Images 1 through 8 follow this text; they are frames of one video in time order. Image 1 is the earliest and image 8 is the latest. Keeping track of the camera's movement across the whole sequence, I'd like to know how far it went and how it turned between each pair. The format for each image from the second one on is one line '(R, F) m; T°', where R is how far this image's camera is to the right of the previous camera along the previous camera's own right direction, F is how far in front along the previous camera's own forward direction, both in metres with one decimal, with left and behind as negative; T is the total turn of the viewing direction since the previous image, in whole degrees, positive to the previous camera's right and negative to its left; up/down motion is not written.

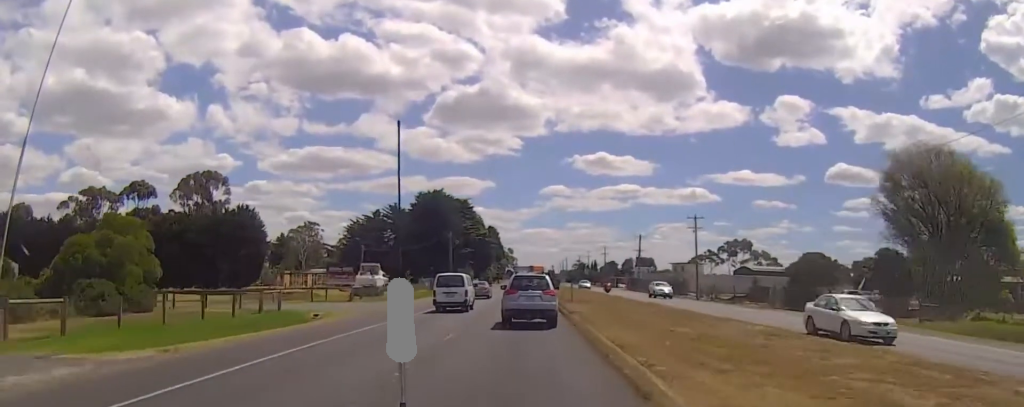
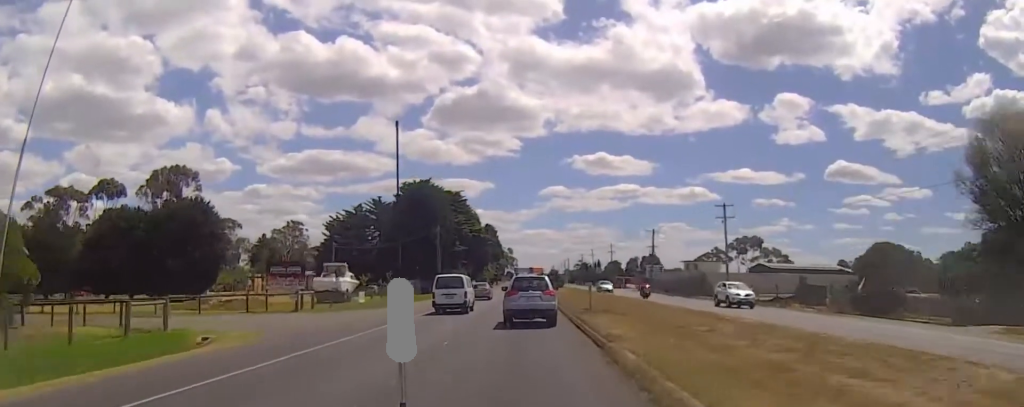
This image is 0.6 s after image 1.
(0.0, +12.8) m; 0°
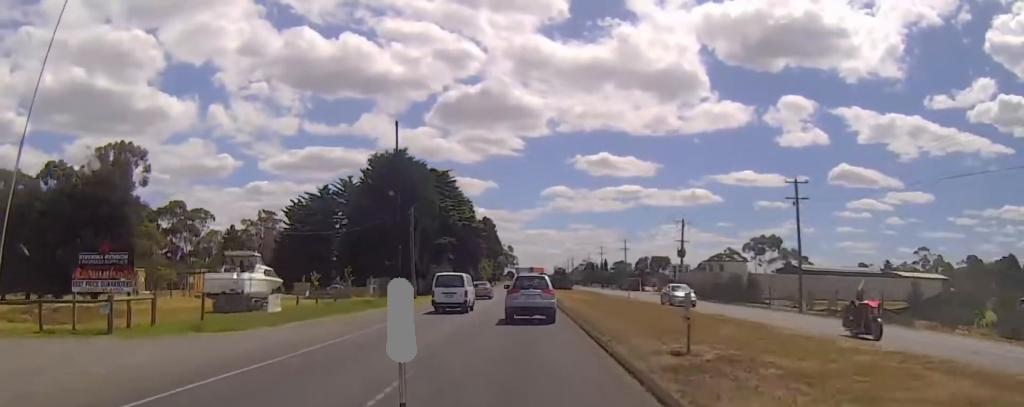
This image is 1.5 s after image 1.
(0.0, +19.4) m; 0°
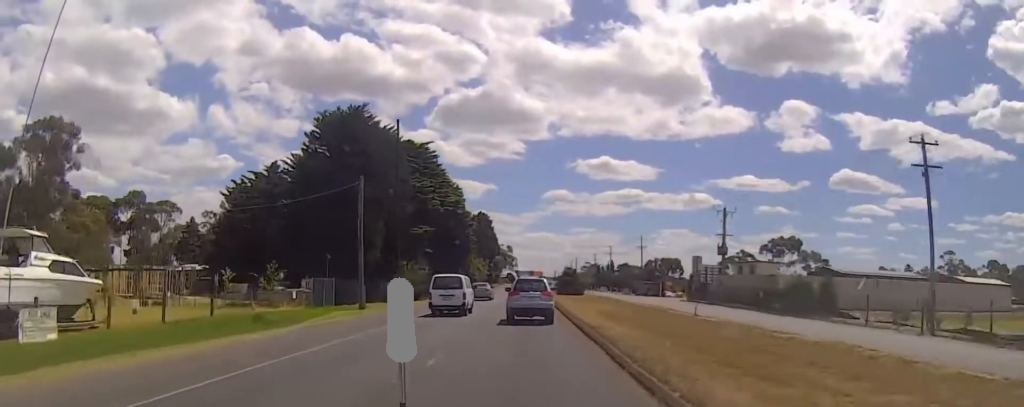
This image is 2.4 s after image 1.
(0.0, +18.9) m; 0°
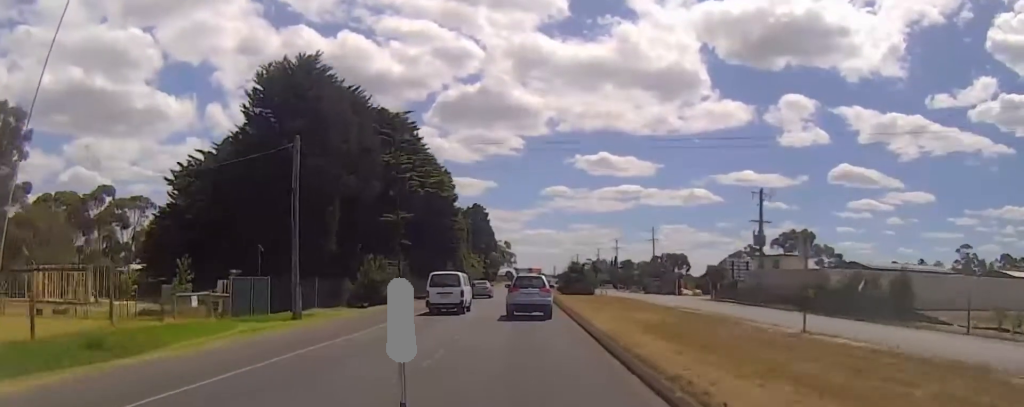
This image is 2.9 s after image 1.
(0.0, +11.8) m; 0°
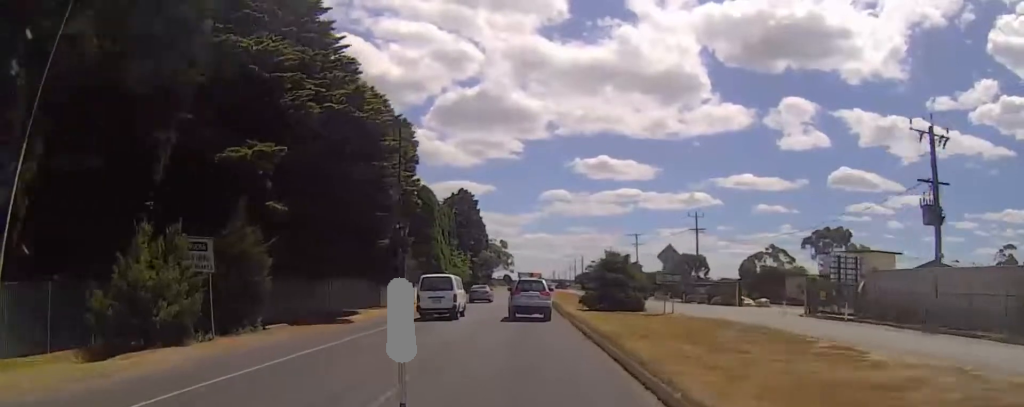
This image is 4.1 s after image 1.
(0.0, +27.4) m; 0°
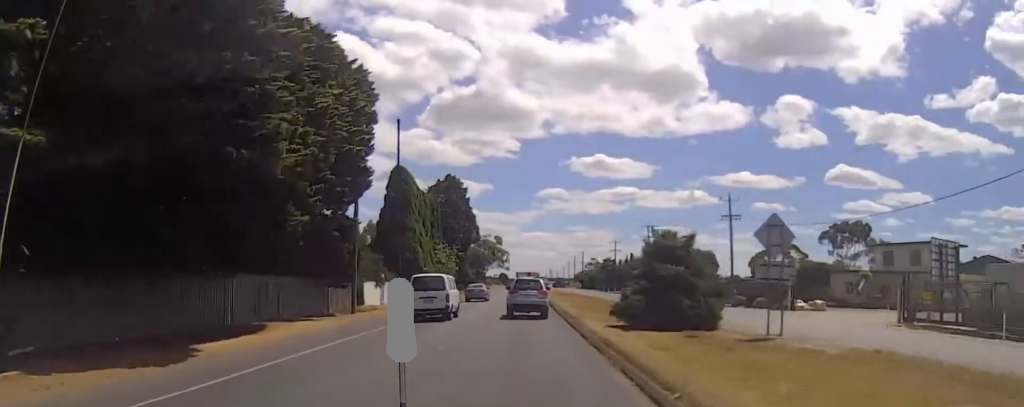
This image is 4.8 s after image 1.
(0.0, +14.2) m; 0°
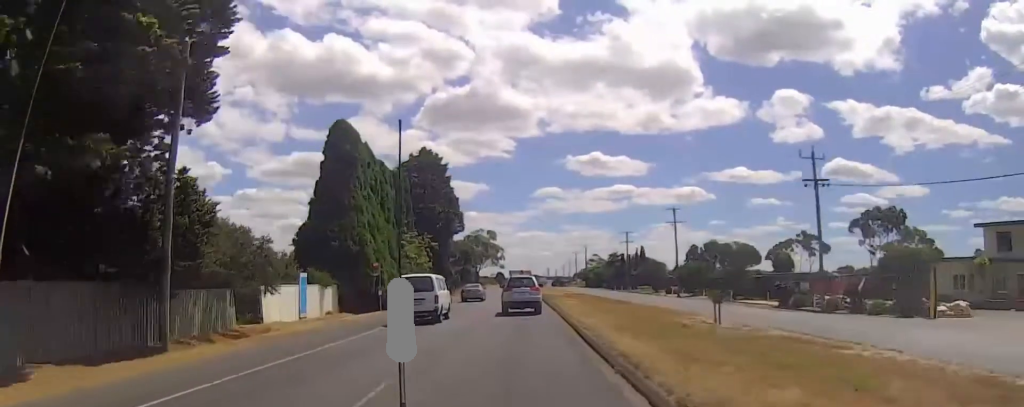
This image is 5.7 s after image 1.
(0.0, +21.3) m; 0°
